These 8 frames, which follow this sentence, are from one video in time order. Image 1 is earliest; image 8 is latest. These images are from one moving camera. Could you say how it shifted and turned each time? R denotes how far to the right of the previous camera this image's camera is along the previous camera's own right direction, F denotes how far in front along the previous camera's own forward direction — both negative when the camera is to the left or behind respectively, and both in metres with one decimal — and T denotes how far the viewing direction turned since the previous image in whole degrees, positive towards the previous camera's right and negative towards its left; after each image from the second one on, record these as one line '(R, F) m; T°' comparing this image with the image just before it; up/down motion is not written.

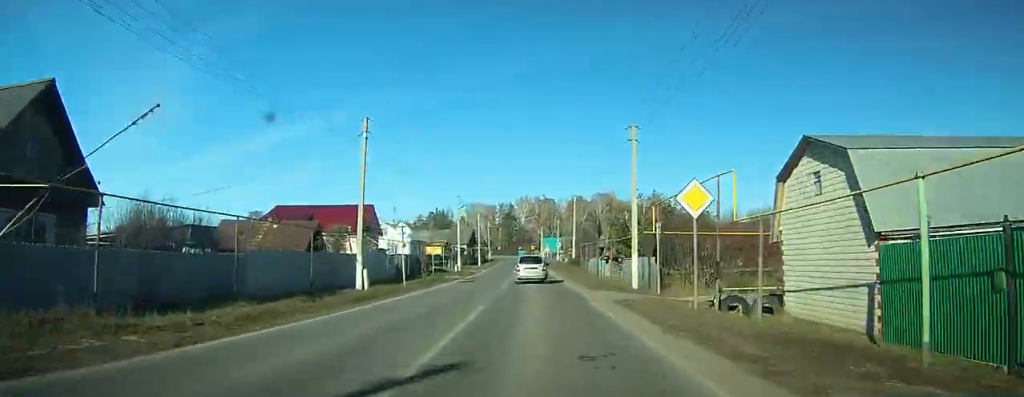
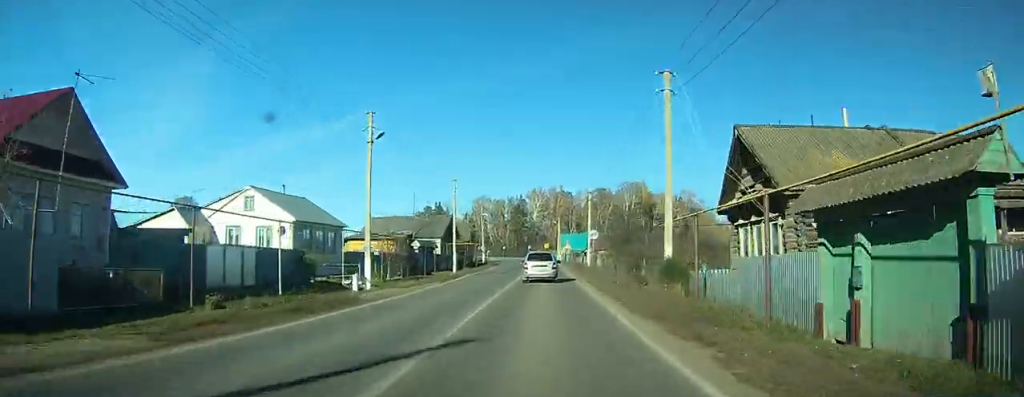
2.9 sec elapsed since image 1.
(-1.4, +42.9) m; -3°
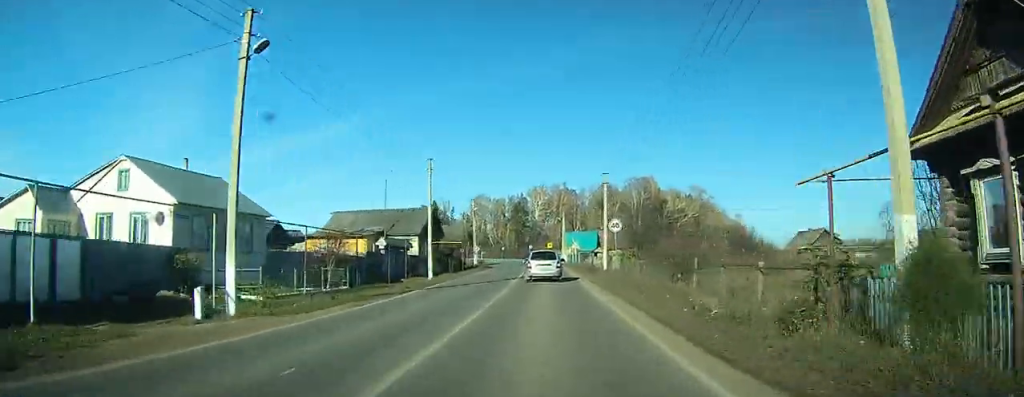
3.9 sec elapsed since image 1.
(-0.1, +13.2) m; 0°
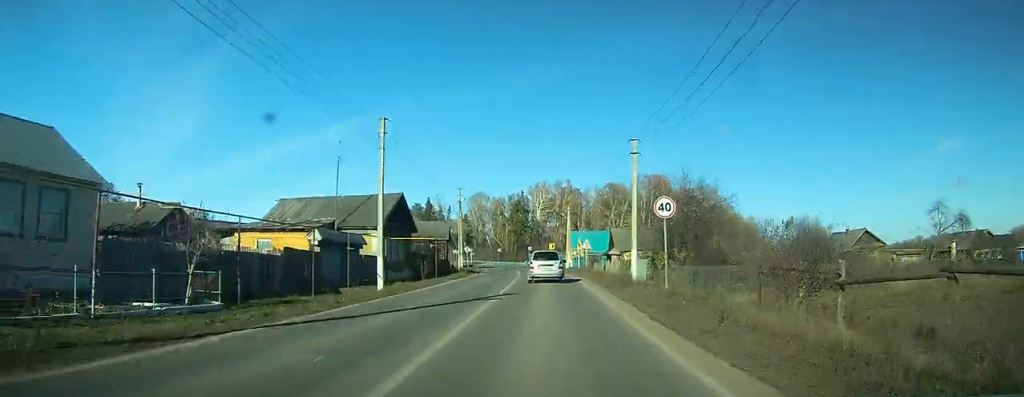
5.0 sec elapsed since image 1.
(-0.1, +13.4) m; 0°
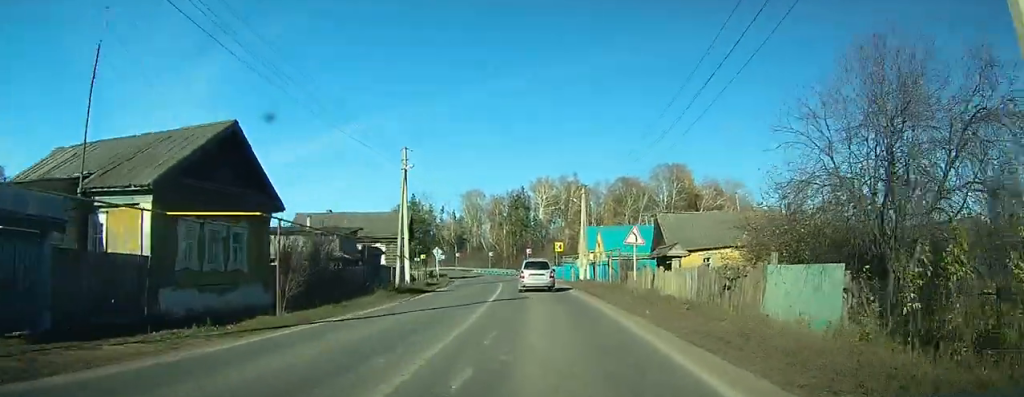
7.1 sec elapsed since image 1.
(0.0, +23.7) m; -1°
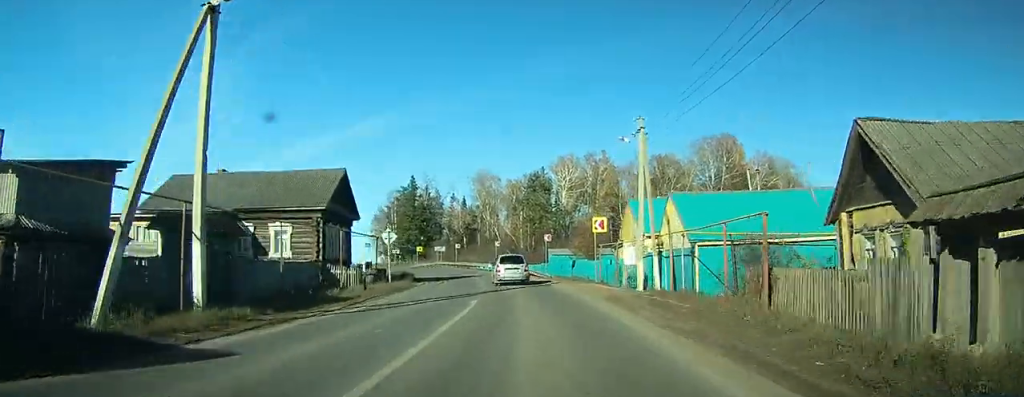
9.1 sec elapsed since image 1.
(-0.4, +21.5) m; -2°
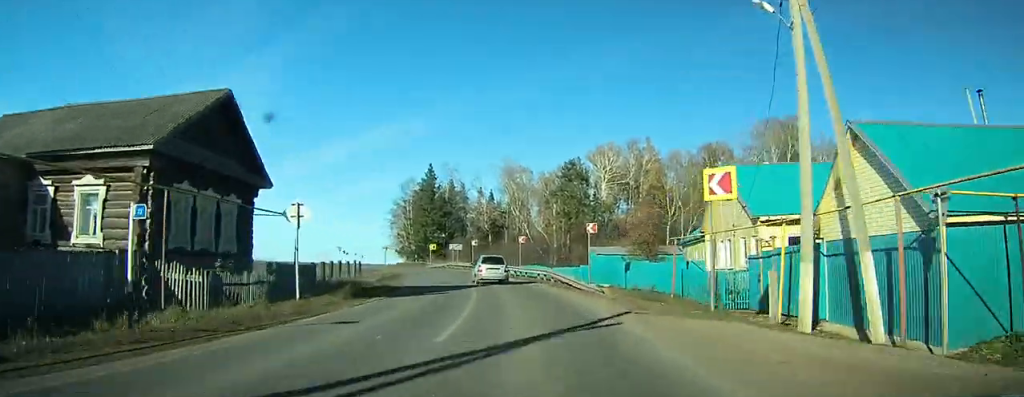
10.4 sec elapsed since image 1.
(-0.3, +15.1) m; -6°
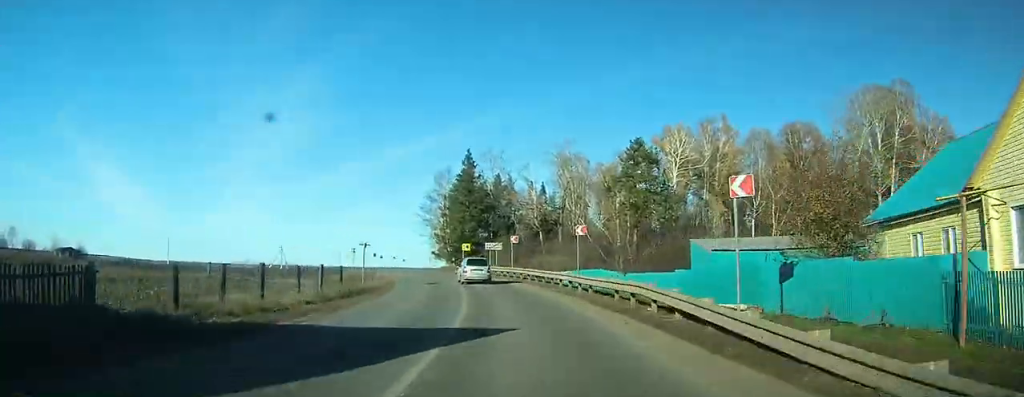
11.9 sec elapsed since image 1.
(-0.8, +16.8) m; -8°
